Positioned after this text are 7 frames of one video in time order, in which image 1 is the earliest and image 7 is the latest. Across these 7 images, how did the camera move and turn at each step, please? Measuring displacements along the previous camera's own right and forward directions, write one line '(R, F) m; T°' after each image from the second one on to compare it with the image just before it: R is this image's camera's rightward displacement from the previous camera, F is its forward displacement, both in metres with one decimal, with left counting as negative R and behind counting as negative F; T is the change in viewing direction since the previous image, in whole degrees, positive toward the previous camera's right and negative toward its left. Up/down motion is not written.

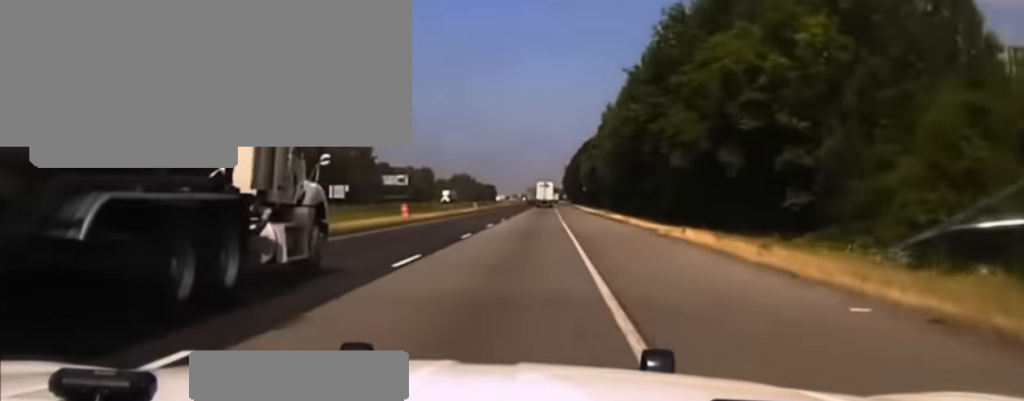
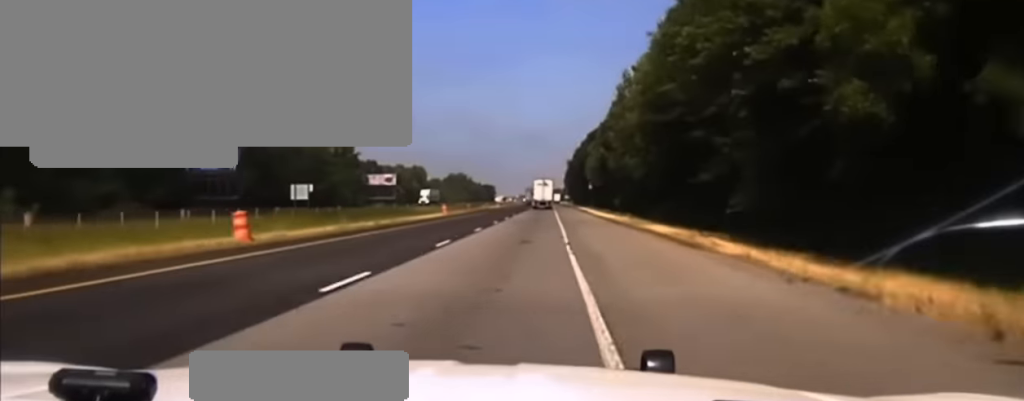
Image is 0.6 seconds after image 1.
(-0.1, +29.6) m; 0°
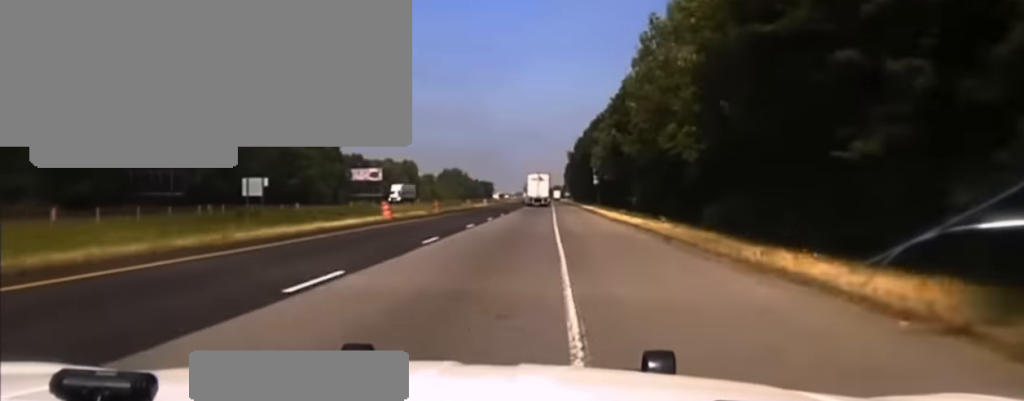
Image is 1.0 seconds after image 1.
(-0.1, +22.6) m; 0°
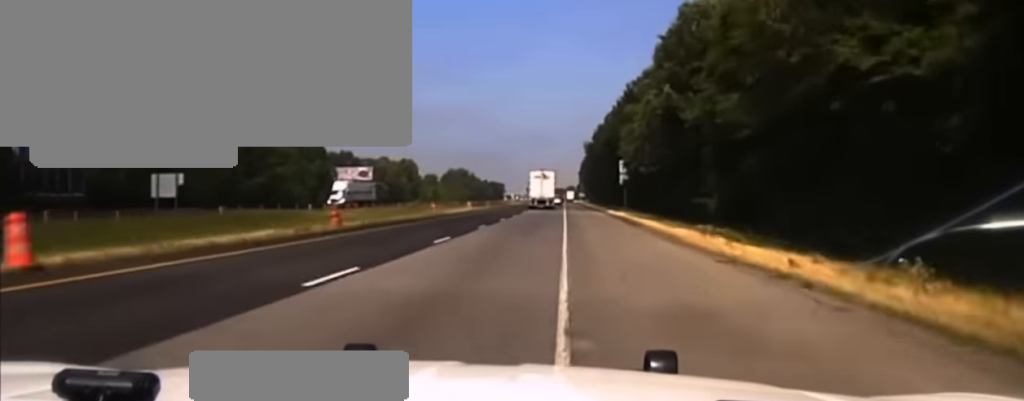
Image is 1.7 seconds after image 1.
(0.0, +36.0) m; 0°
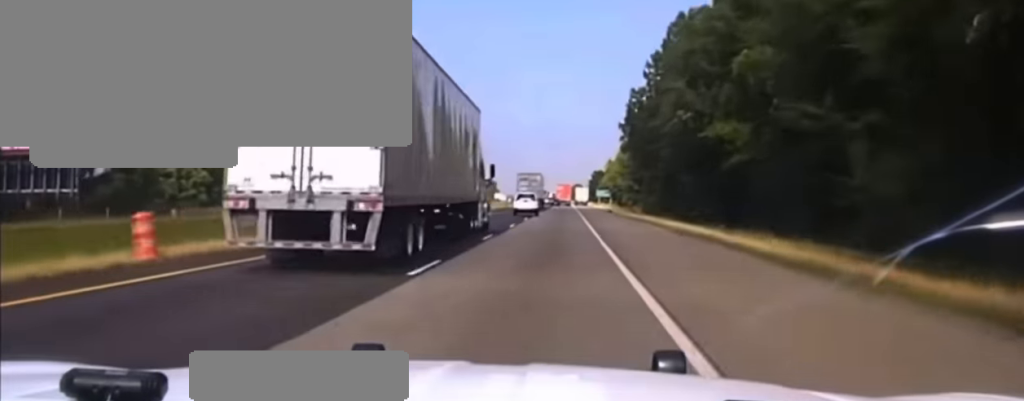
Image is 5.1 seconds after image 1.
(-0.1, +165.5) m; 0°
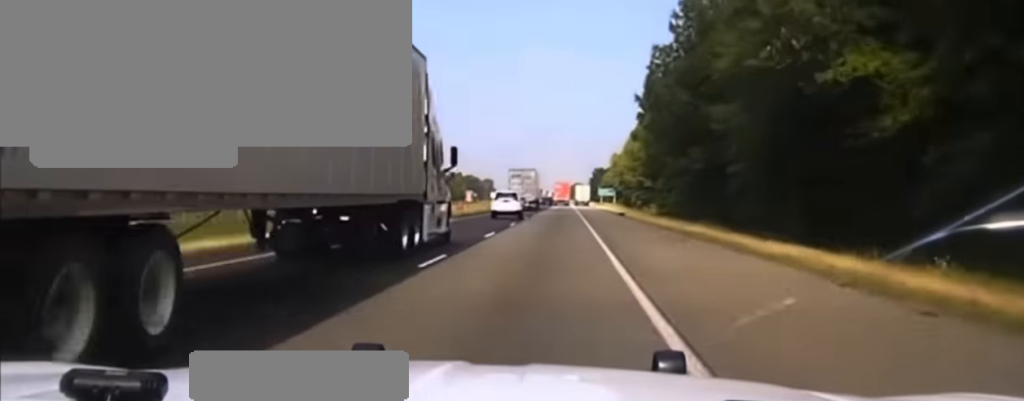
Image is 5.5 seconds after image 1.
(-0.1, +22.0) m; 0°
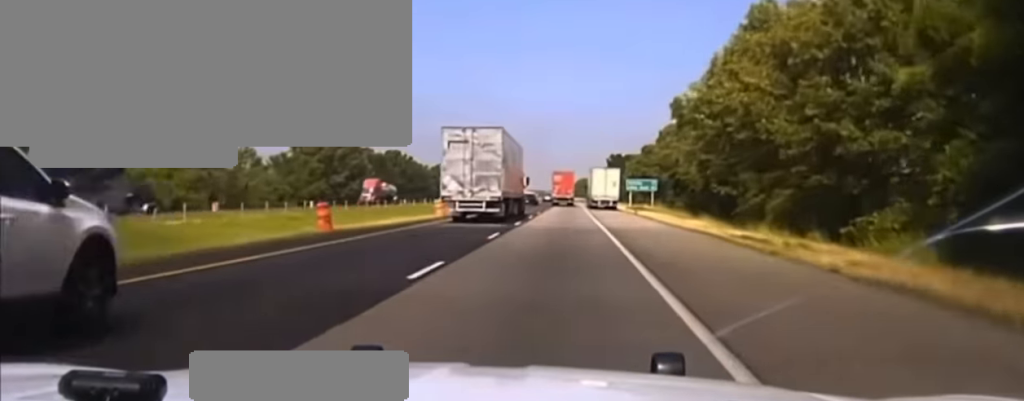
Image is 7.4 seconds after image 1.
(0.0, +84.6) m; 0°
